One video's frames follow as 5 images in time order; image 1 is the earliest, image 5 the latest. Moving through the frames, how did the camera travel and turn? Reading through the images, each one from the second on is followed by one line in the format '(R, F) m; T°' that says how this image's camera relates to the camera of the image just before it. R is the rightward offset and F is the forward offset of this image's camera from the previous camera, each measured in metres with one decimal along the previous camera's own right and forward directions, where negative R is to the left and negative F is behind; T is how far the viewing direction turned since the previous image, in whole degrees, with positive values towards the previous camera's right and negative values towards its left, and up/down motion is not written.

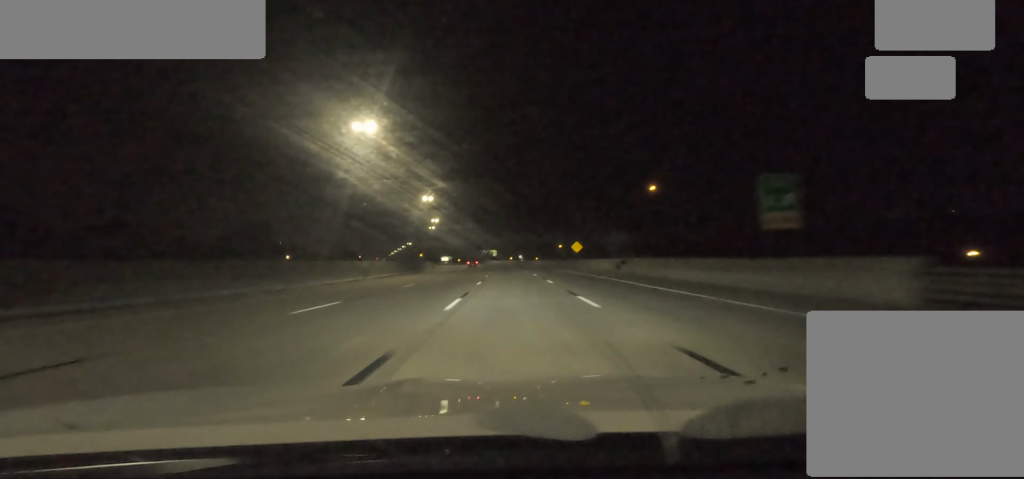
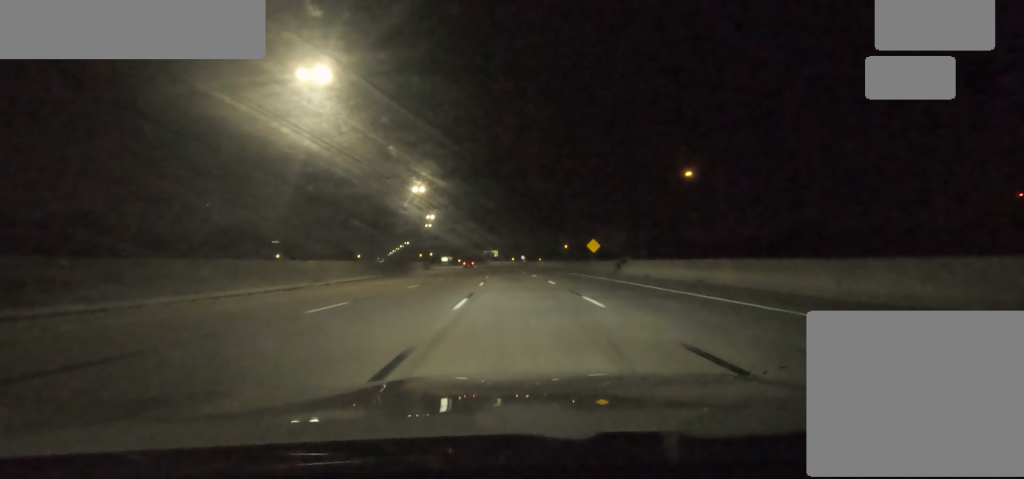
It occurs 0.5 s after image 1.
(0.0, +12.5) m; 0°
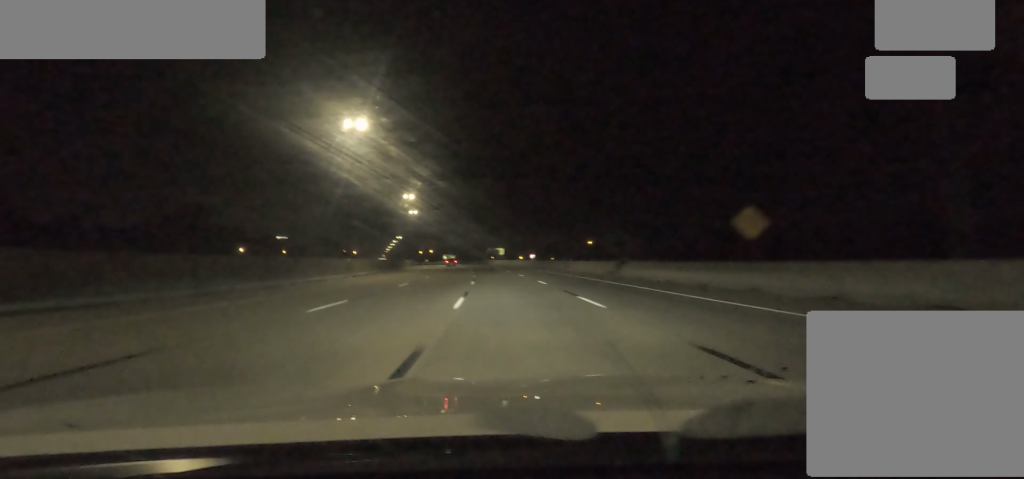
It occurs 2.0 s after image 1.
(-0.3, +40.1) m; -2°
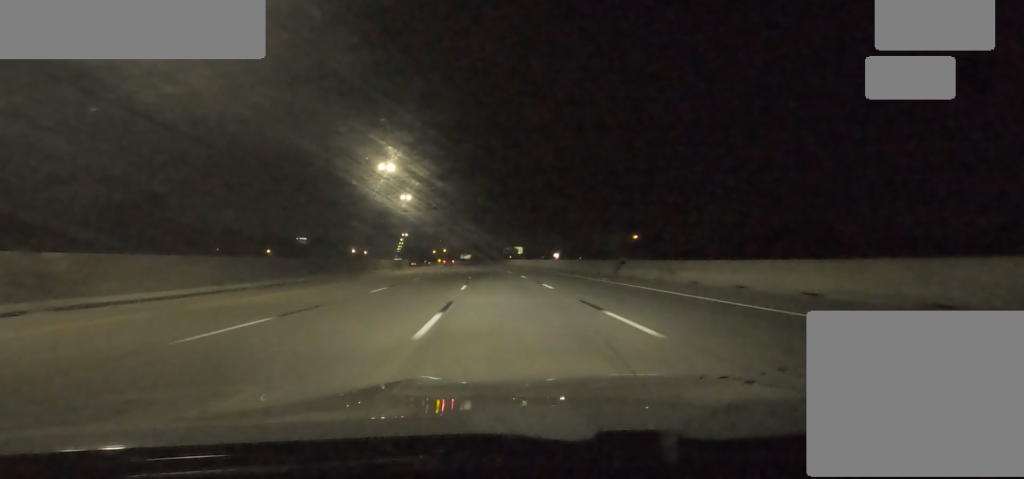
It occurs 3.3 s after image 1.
(-1.2, +32.8) m; -1°
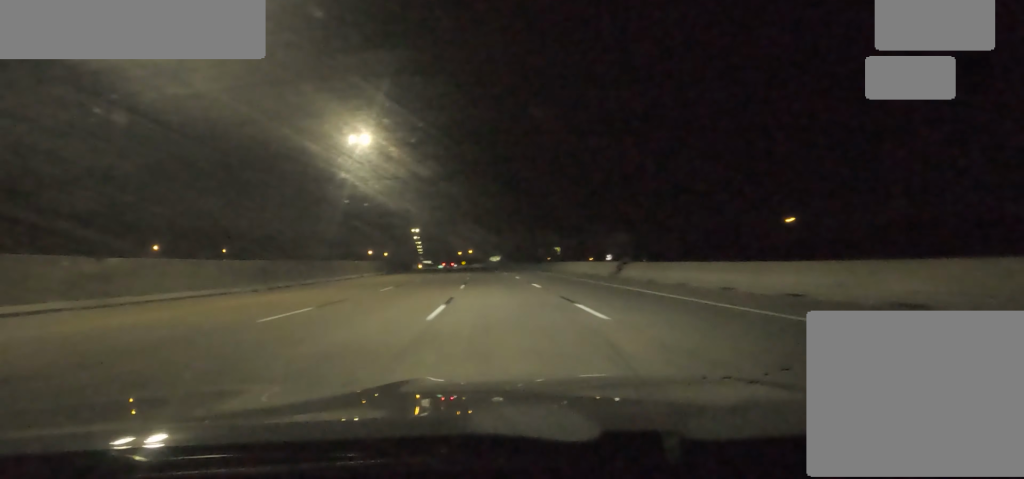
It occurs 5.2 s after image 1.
(-0.1, +51.2) m; -3°
